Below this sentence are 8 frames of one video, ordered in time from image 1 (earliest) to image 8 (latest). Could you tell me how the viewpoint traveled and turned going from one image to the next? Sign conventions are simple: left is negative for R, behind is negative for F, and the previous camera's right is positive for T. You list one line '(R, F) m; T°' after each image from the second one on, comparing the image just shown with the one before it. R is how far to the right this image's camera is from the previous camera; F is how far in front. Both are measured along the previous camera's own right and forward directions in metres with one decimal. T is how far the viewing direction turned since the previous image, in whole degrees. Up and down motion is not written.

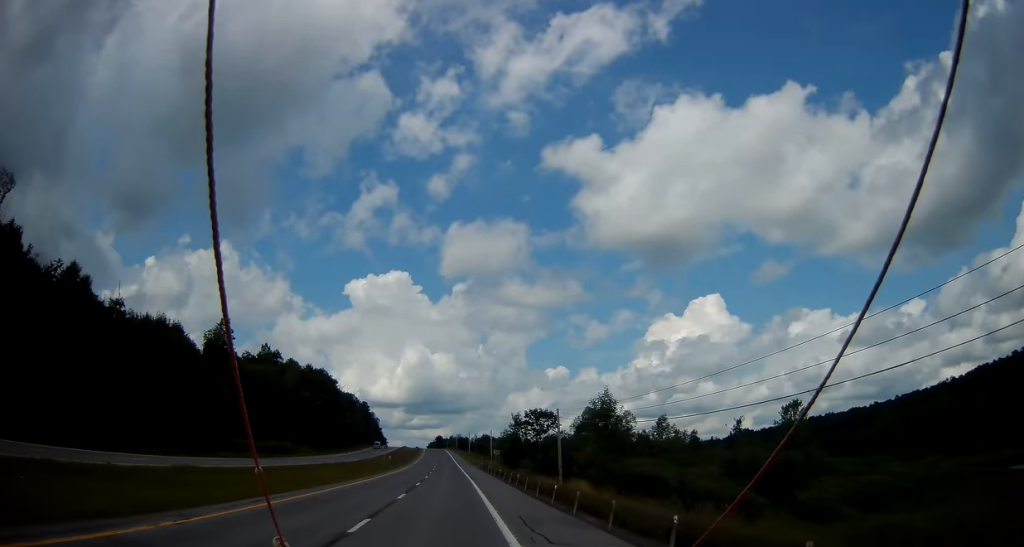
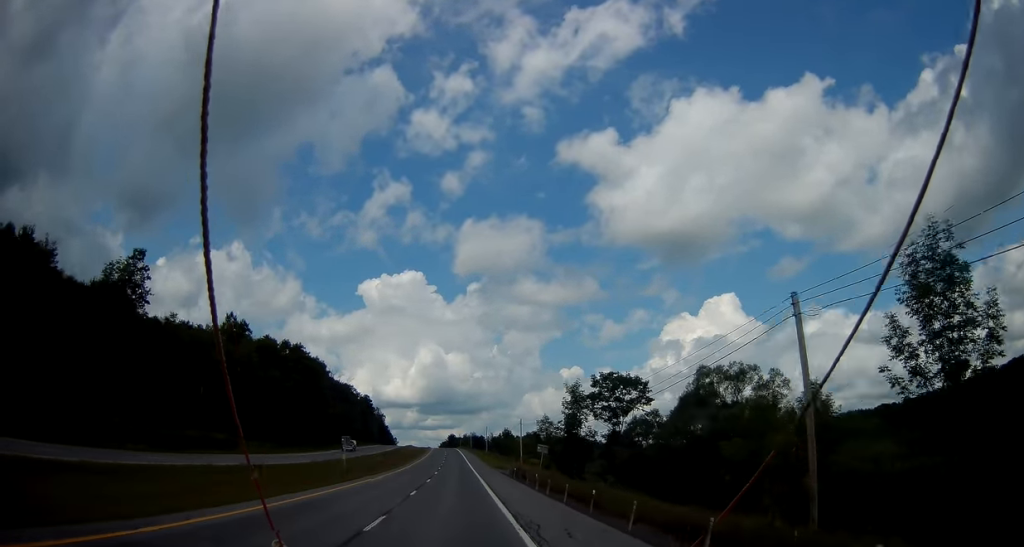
(-0.9, +35.1) m; -2°
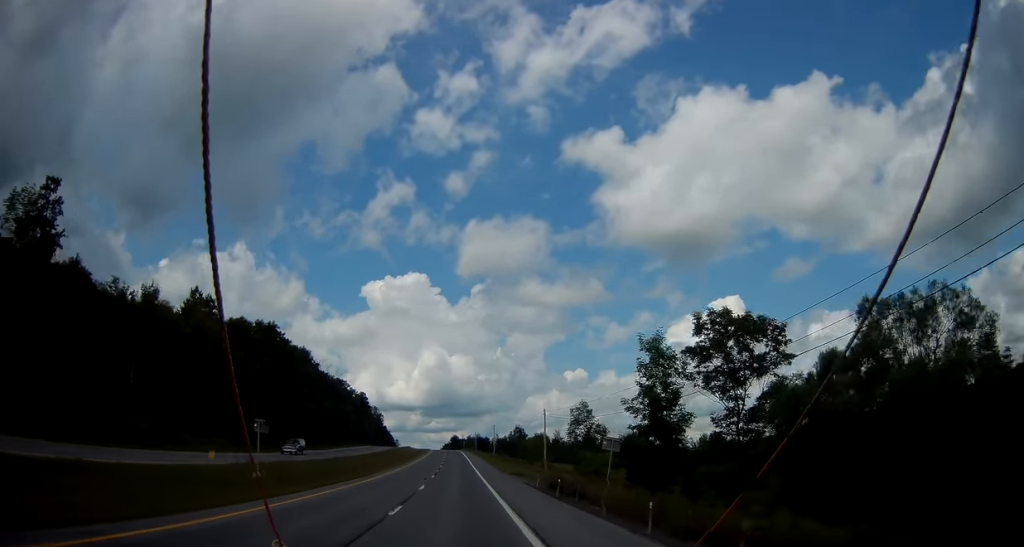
(-0.2, +20.6) m; 0°
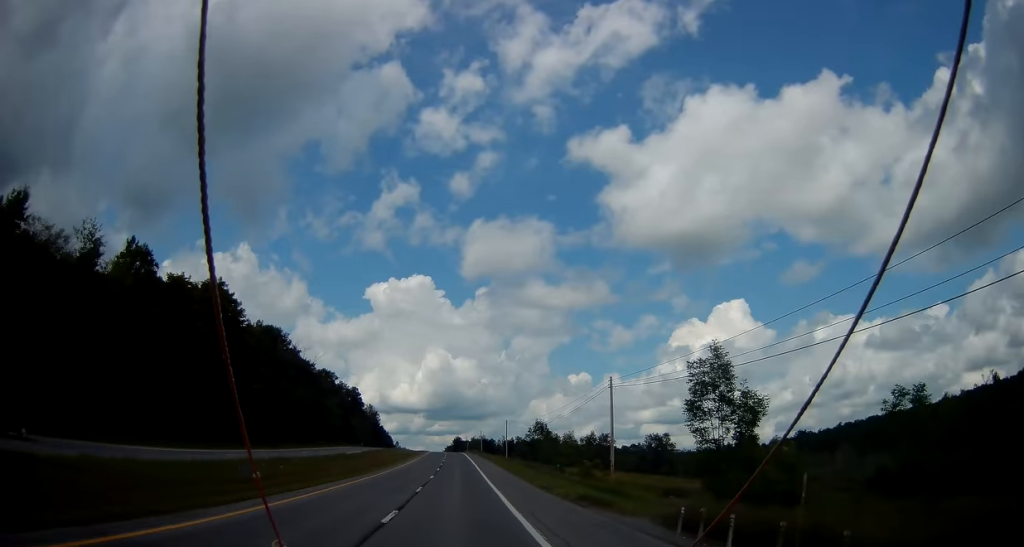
(+0.4, +26.5) m; +1°
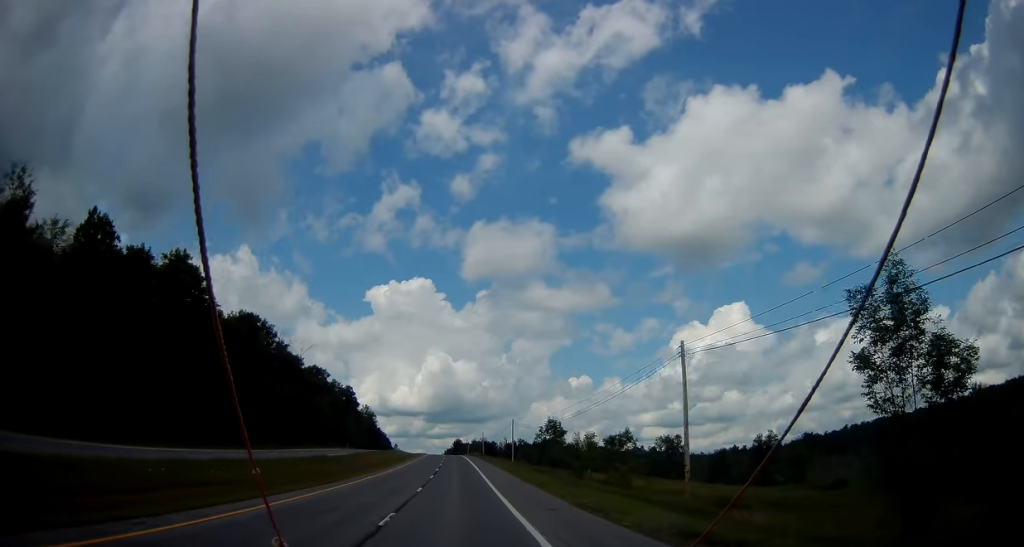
(+0.1, +12.0) m; 0°
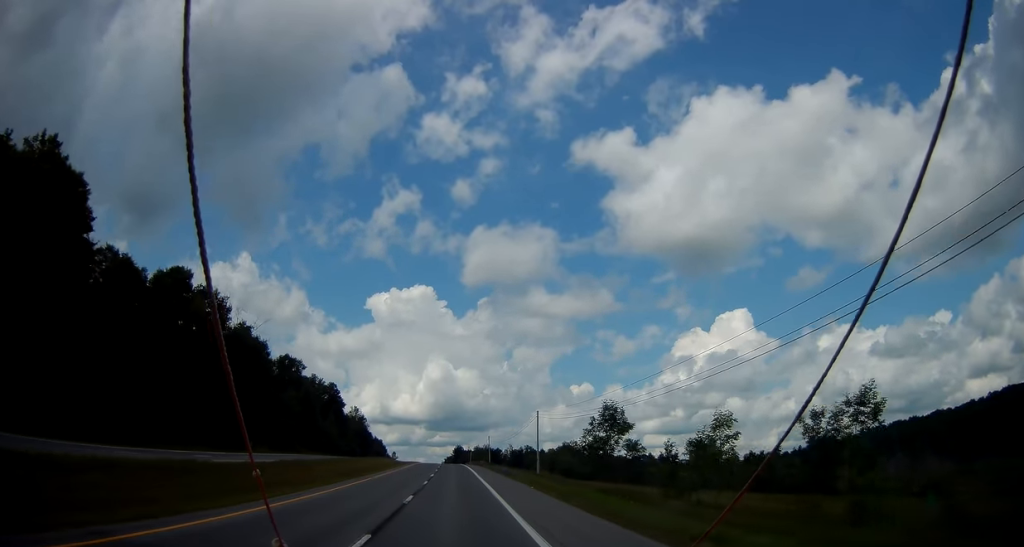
(-0.4, +28.8) m; -1°
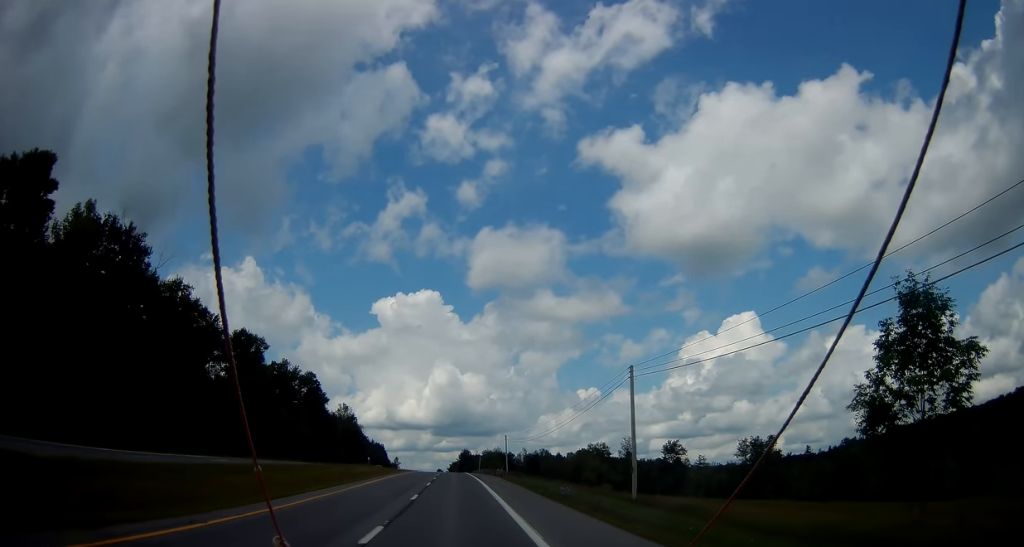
(-0.1, +33.6) m; 0°
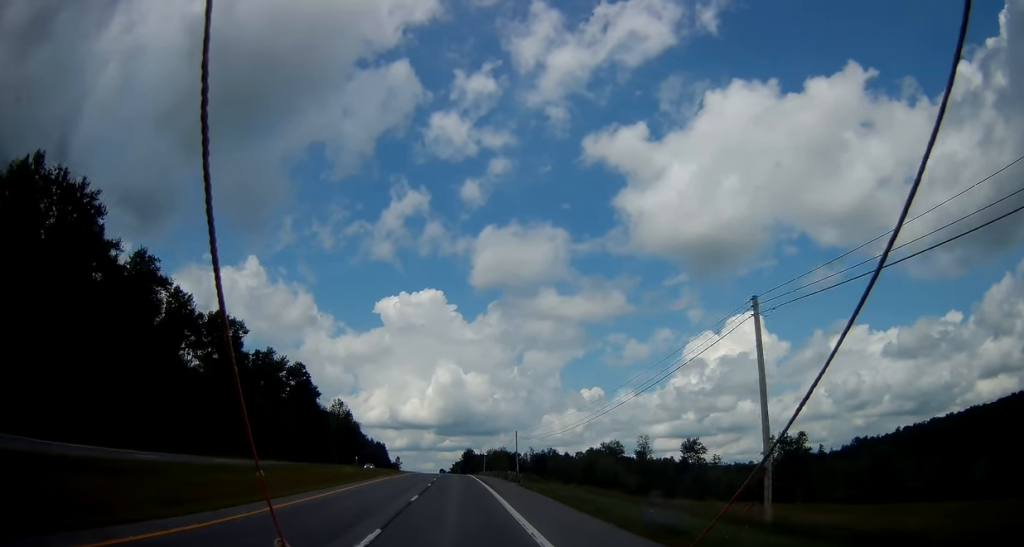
(0.0, +13.3) m; 0°
